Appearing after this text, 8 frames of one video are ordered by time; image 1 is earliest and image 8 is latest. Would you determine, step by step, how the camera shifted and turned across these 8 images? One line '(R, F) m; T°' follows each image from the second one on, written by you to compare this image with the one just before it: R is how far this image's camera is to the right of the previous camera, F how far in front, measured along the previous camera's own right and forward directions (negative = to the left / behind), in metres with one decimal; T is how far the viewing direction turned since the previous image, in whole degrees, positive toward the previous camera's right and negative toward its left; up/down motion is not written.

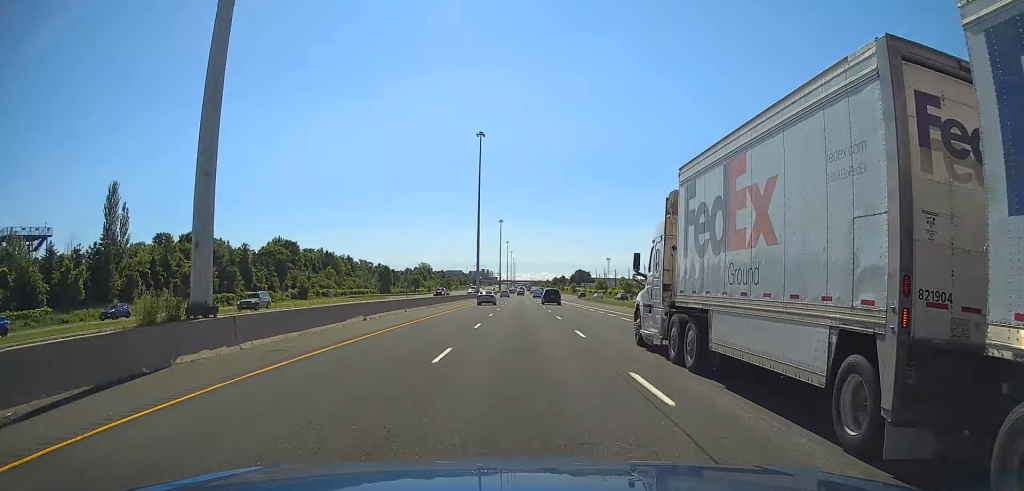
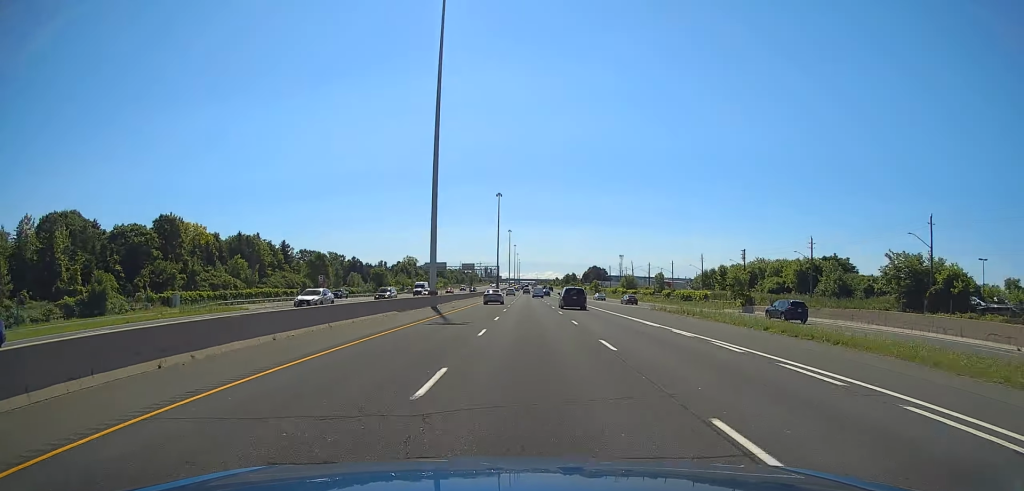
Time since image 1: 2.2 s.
(+0.3, +75.3) m; 0°
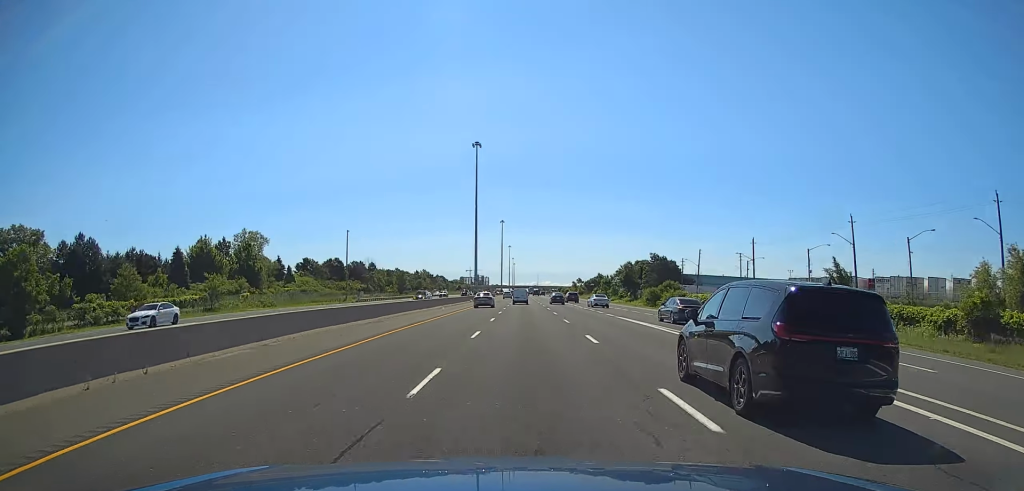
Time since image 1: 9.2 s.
(-0.6, +229.1) m; 0°
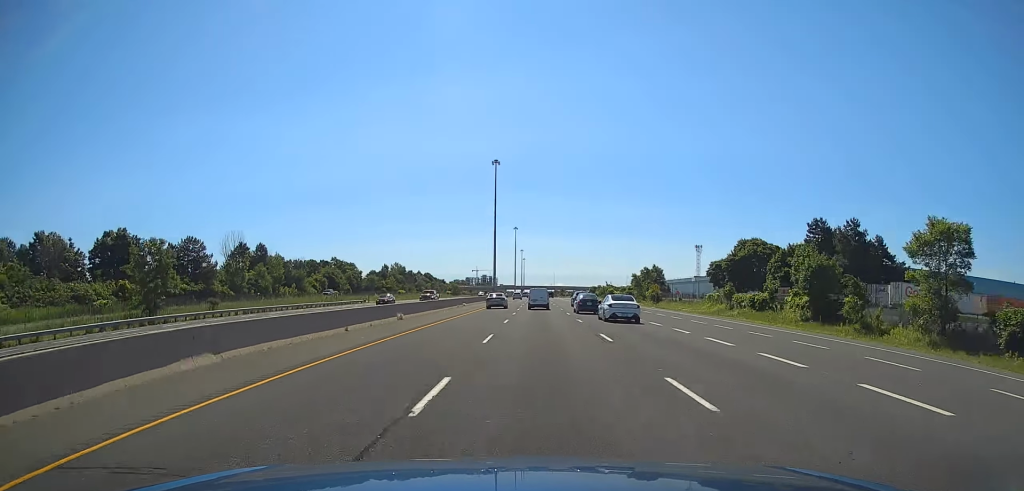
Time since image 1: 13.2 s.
(-0.1, +132.2) m; 0°
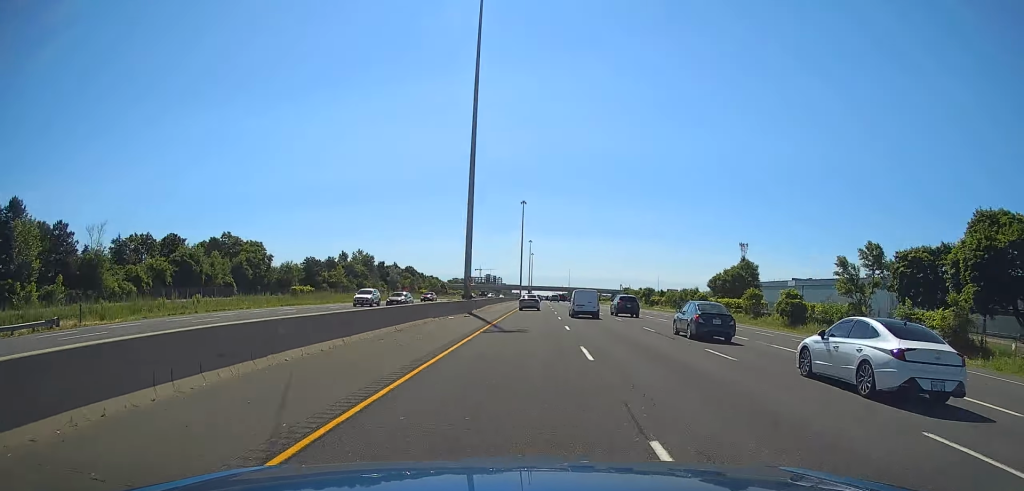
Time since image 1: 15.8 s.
(-0.2, +88.1) m; 0°
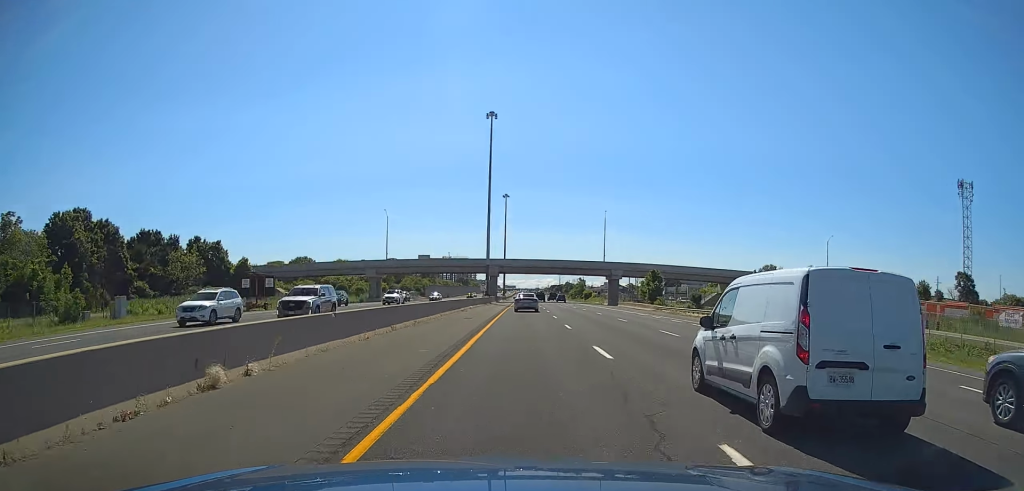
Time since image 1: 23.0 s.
(+1.7, +234.5) m; +1°
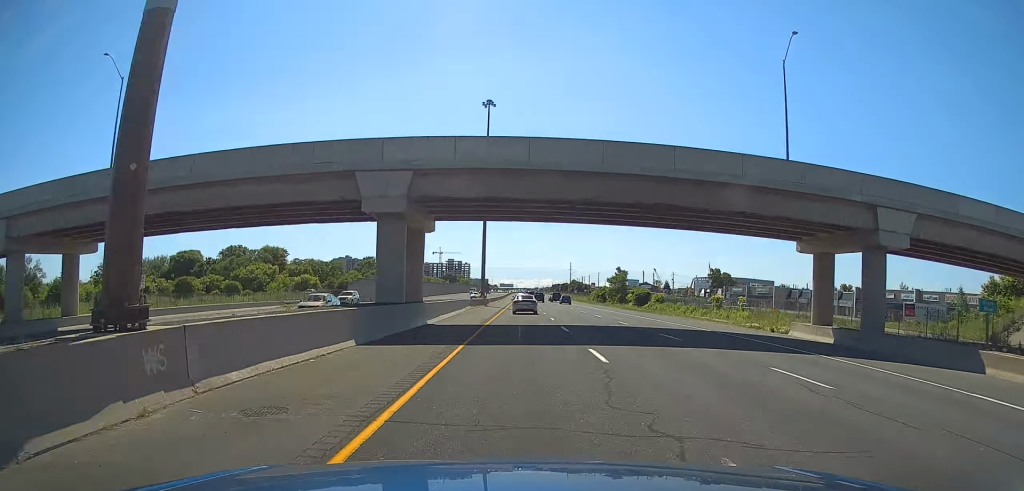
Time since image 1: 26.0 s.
(-0.2, +96.0) m; 0°
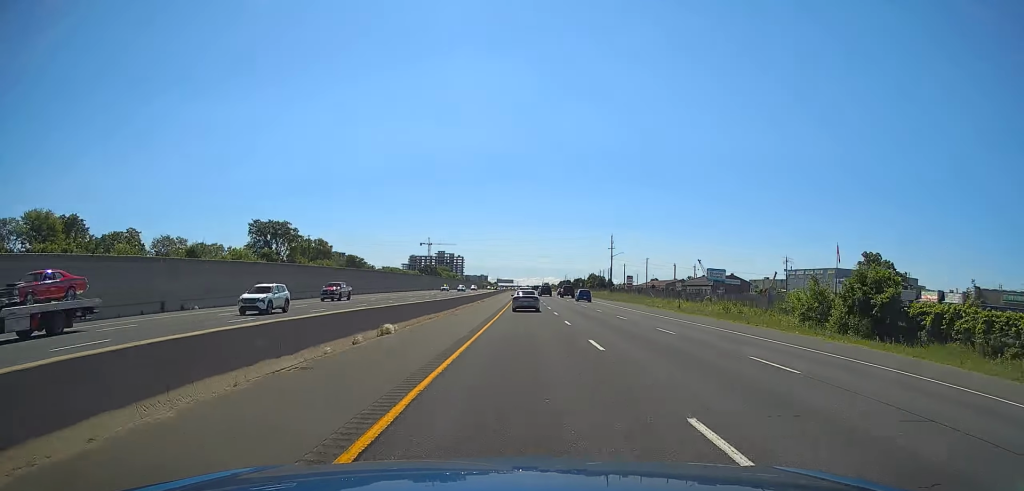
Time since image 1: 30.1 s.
(-0.2, +129.2) m; 0°
